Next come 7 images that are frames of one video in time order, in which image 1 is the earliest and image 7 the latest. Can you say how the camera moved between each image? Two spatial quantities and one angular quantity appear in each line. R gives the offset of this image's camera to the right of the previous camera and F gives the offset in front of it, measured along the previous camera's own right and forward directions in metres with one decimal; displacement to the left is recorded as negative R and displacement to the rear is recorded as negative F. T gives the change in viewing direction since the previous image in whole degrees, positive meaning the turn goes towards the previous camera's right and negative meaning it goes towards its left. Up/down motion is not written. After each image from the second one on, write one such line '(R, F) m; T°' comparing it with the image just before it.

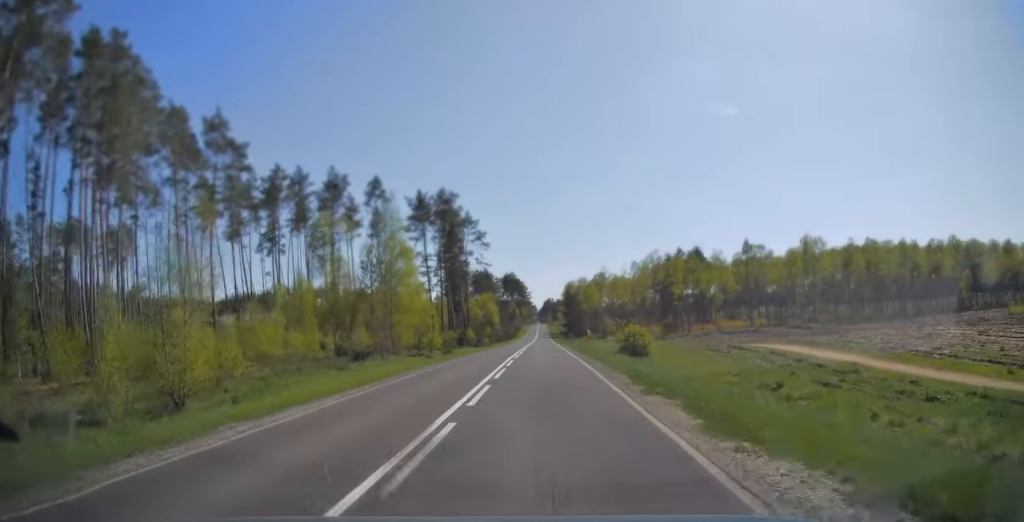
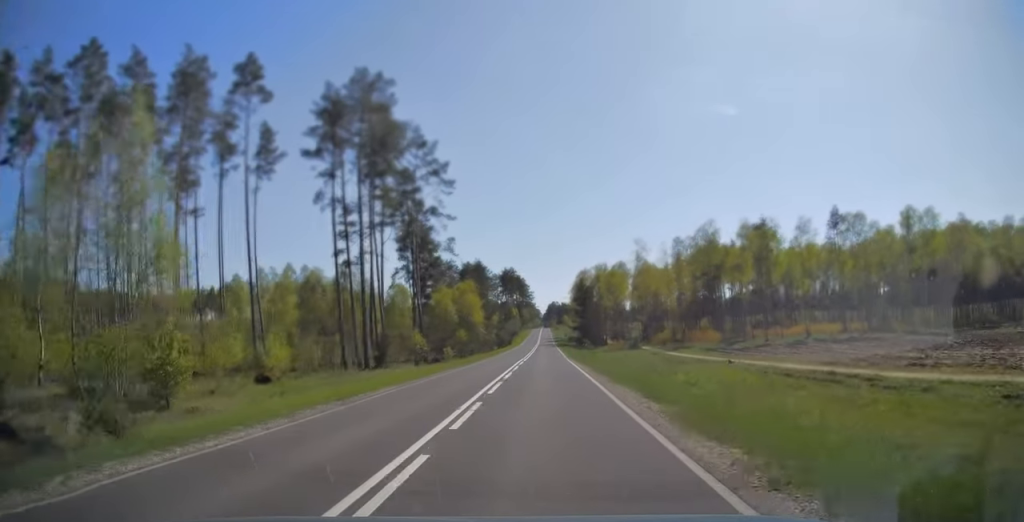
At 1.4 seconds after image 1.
(-0.2, +37.9) m; 0°
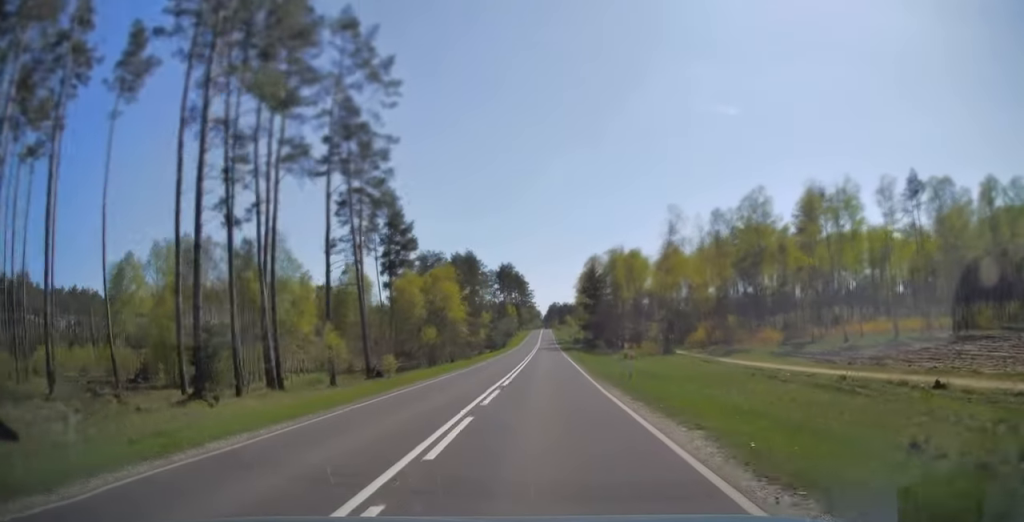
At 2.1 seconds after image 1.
(+0.1, +20.3) m; 0°
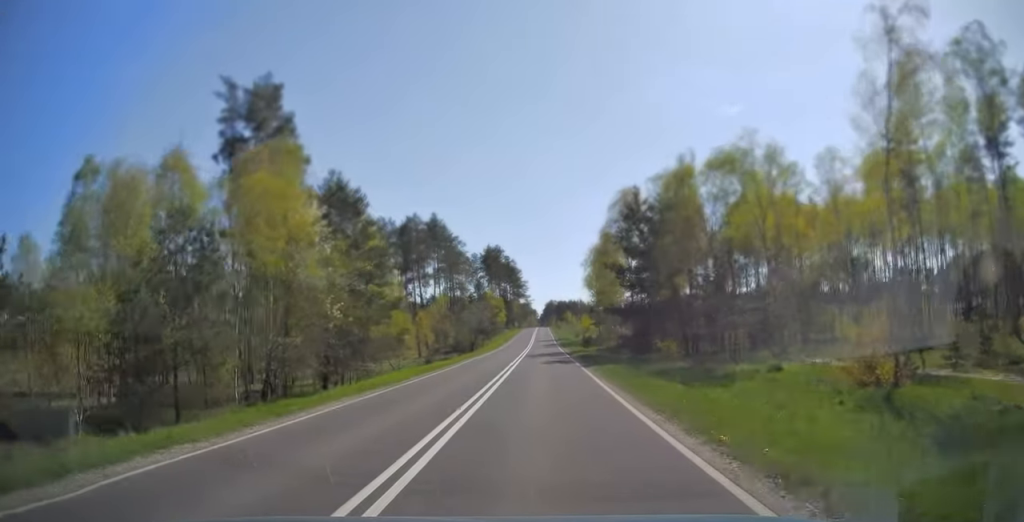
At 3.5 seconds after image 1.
(+0.1, +39.2) m; 0°
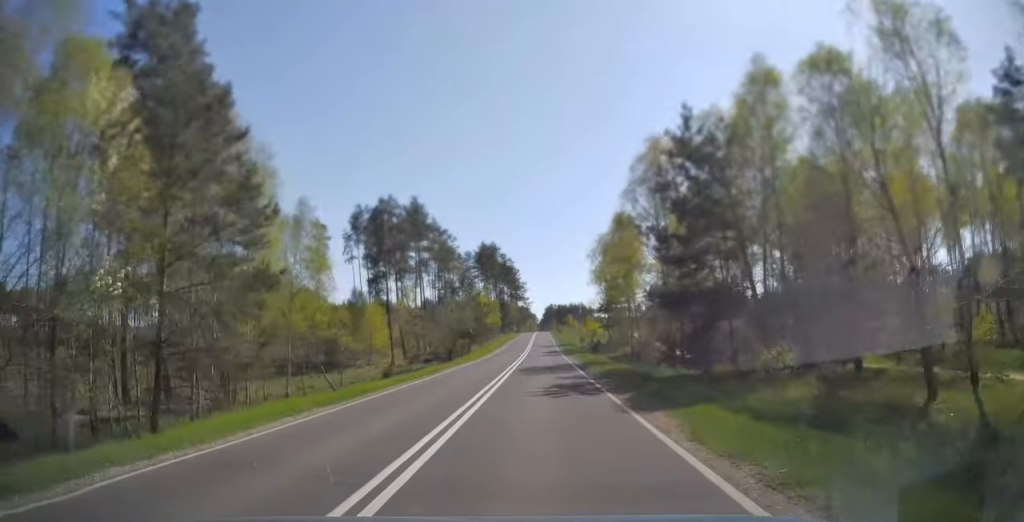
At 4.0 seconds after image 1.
(0.0, +14.2) m; 0°
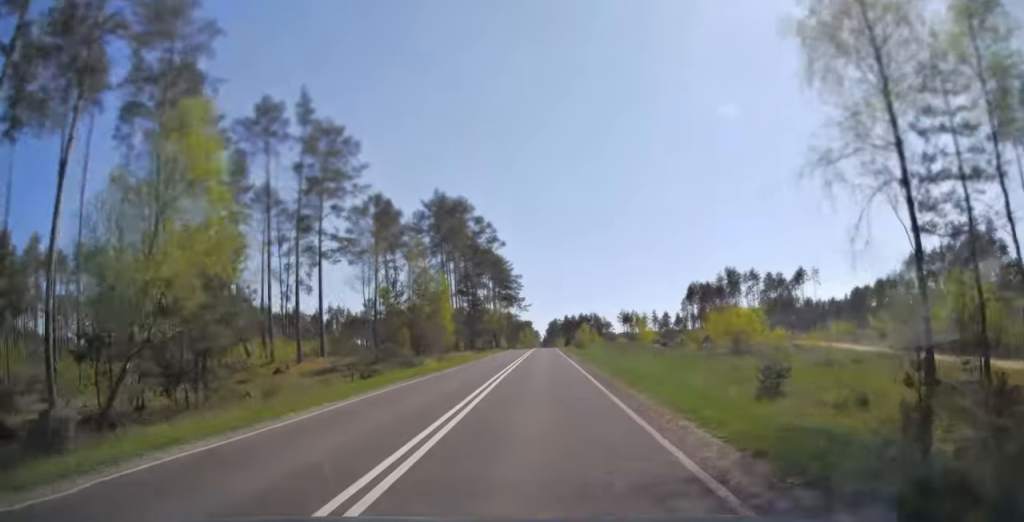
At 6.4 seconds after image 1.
(-0.3, +66.3) m; 0°
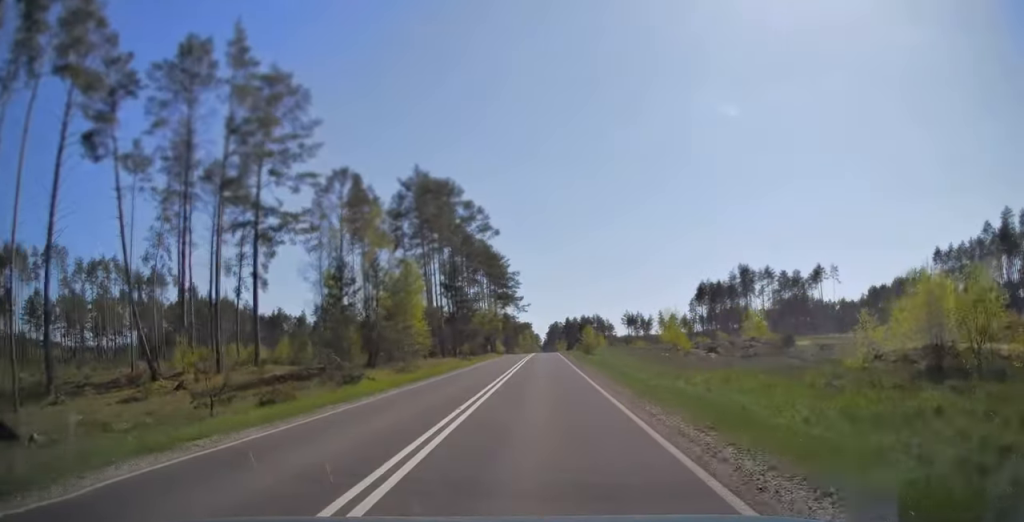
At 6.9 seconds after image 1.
(0.0, +13.2) m; 0°
